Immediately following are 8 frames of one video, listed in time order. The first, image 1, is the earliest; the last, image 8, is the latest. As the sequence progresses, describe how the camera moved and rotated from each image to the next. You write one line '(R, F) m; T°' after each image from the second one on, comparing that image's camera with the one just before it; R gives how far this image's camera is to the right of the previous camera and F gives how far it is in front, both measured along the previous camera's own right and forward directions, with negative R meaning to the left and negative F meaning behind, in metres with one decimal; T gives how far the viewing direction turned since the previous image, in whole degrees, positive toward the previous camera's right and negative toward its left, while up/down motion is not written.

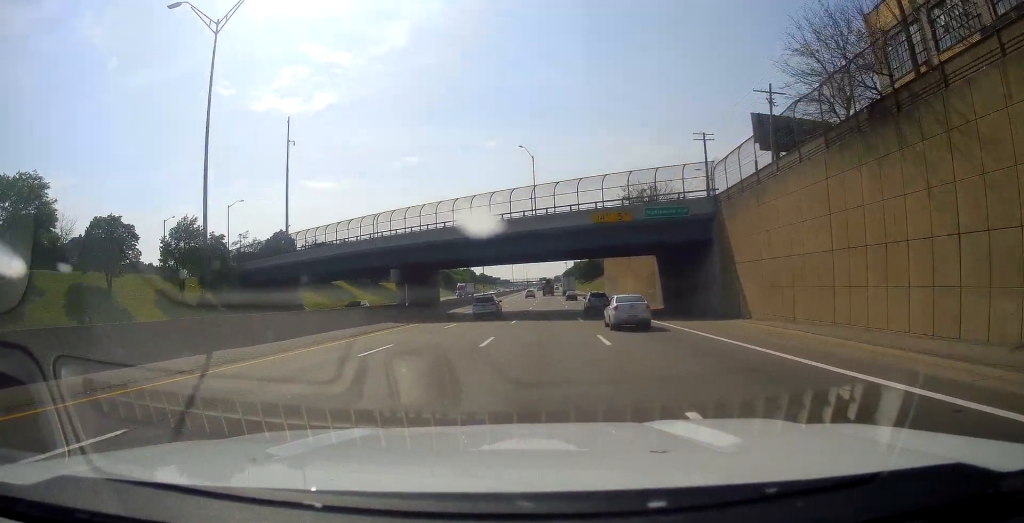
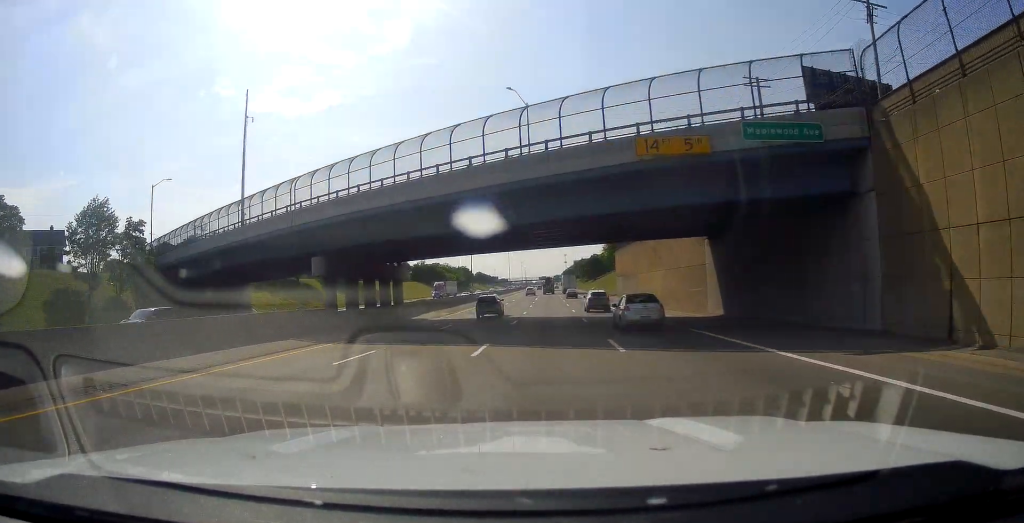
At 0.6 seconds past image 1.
(+0.1, +17.7) m; 0°
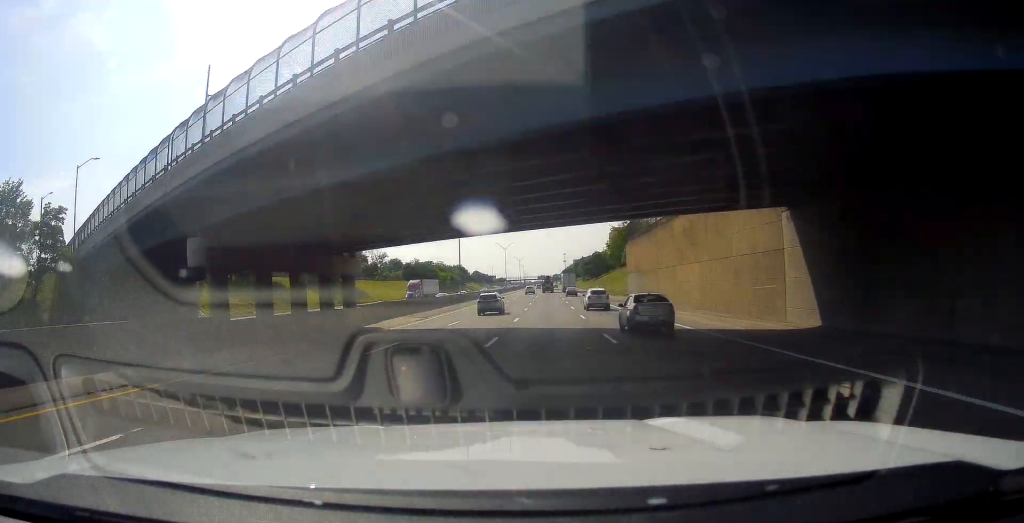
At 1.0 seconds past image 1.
(-0.1, +12.9) m; 0°
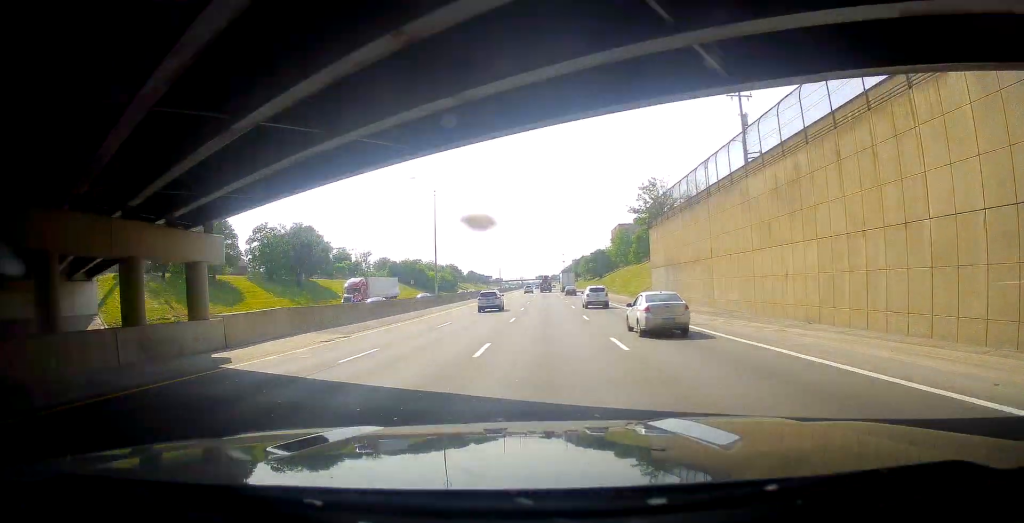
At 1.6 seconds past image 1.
(-0.2, +18.0) m; 0°
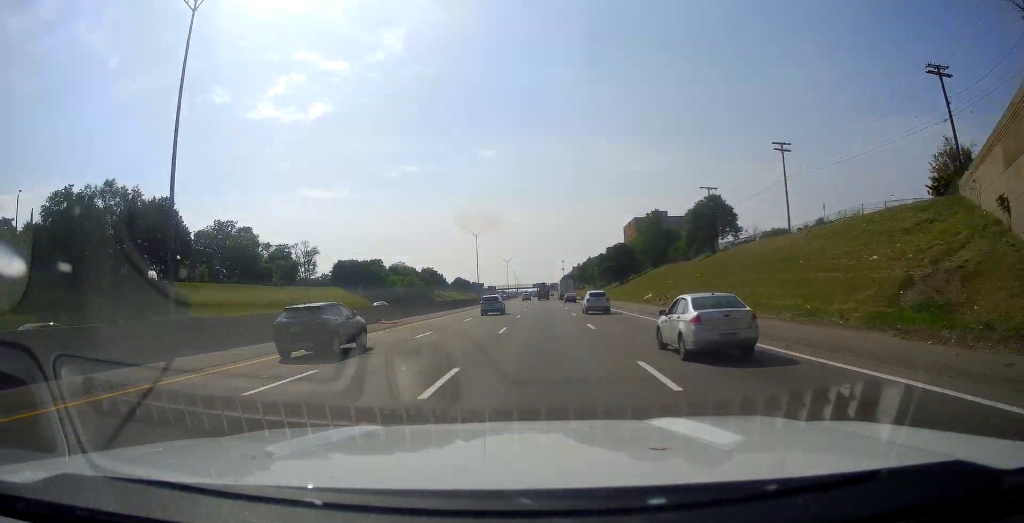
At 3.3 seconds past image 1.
(0.0, +50.7) m; 0°
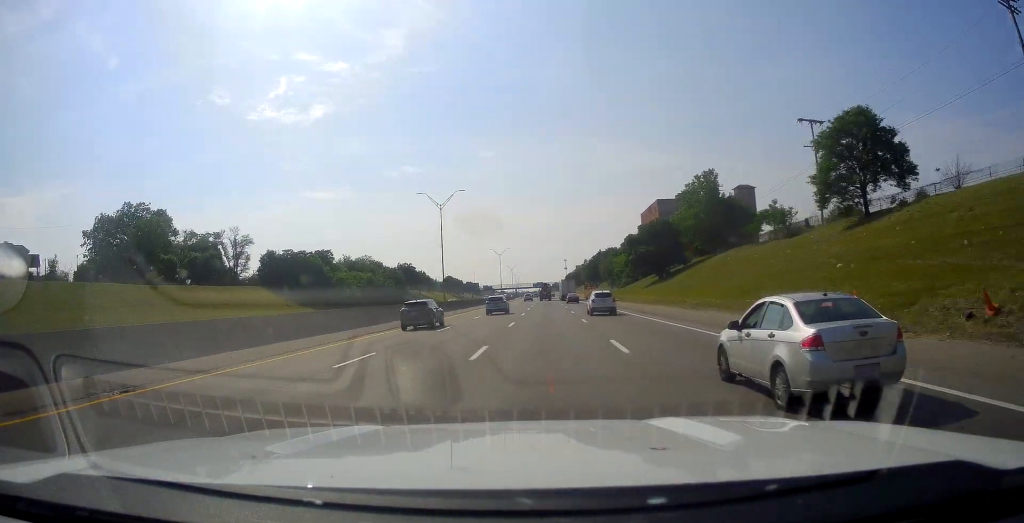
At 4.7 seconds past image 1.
(0.0, +40.3) m; 0°
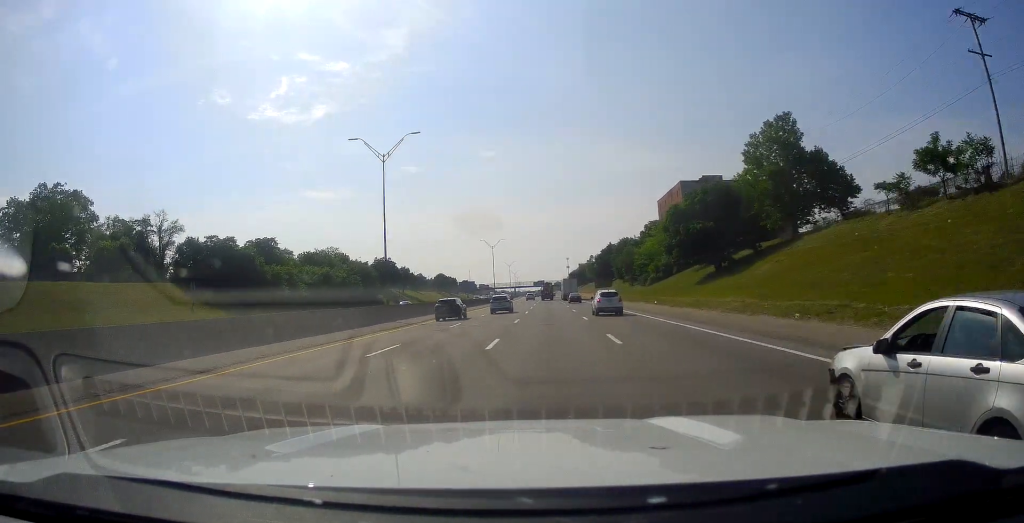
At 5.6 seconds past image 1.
(+0.2, +27.7) m; +1°
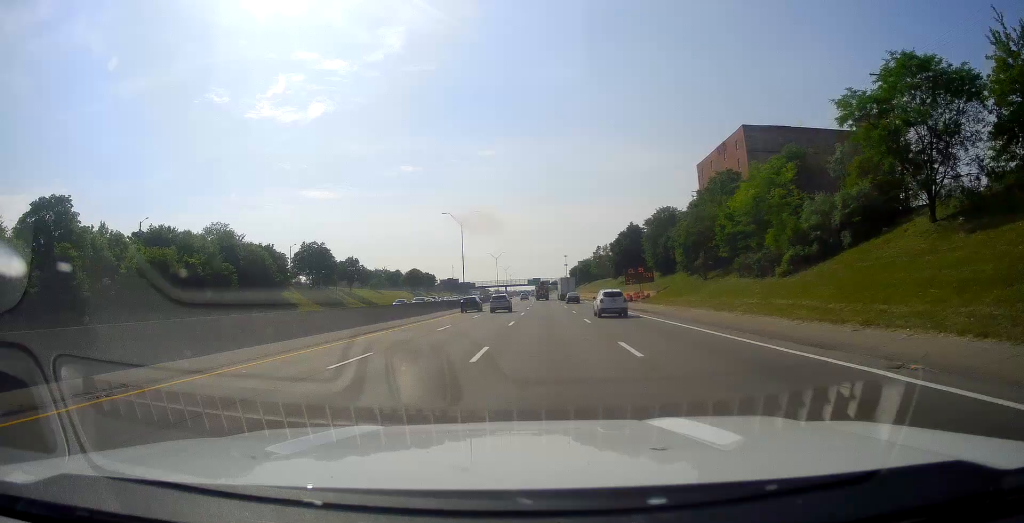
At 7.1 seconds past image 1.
(+0.3, +49.1) m; 0°
